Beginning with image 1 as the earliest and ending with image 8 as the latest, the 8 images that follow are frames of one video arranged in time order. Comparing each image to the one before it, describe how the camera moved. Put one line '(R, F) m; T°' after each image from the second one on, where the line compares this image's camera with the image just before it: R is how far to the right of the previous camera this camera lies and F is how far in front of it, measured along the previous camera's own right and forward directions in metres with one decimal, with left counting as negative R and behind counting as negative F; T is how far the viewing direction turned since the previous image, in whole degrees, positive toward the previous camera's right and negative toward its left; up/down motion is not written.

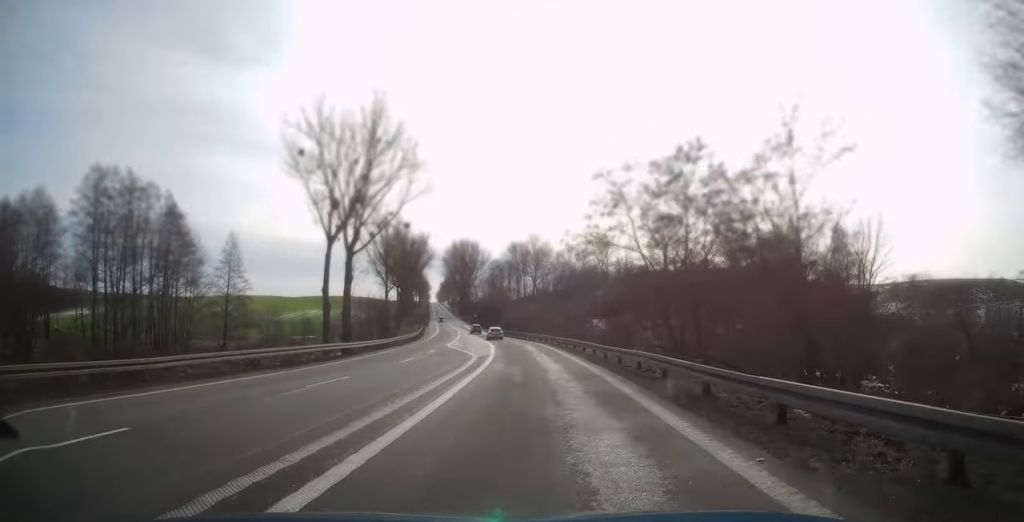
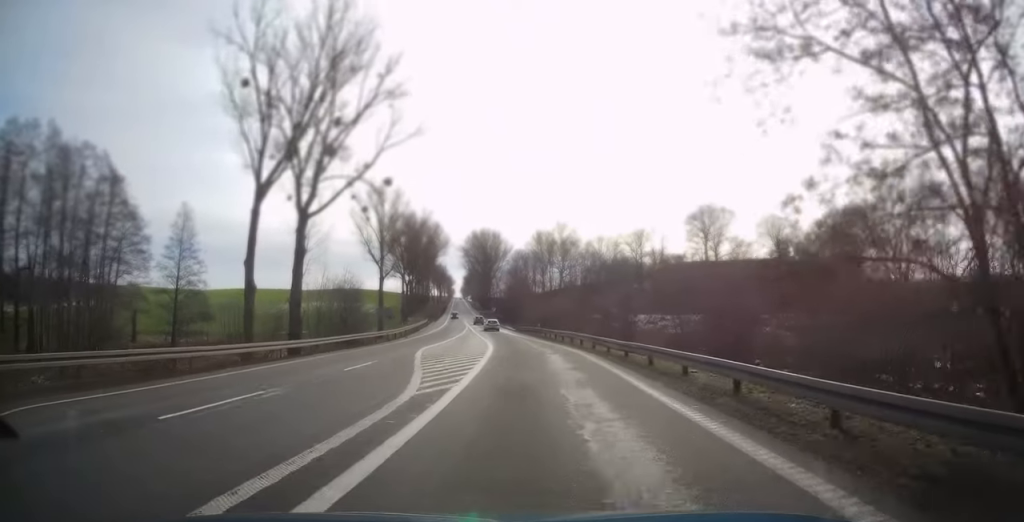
(-0.4, +21.0) m; -2°
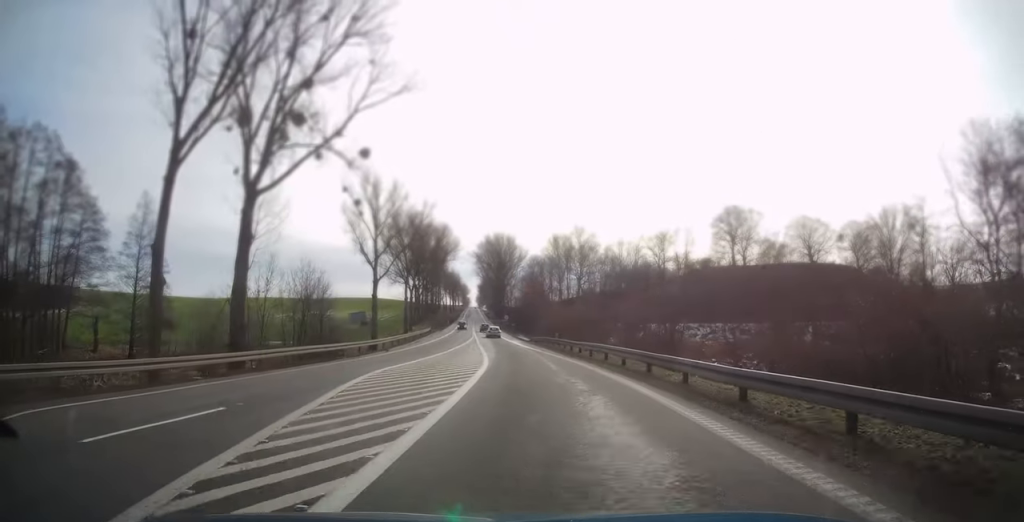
(0.0, +12.2) m; -2°
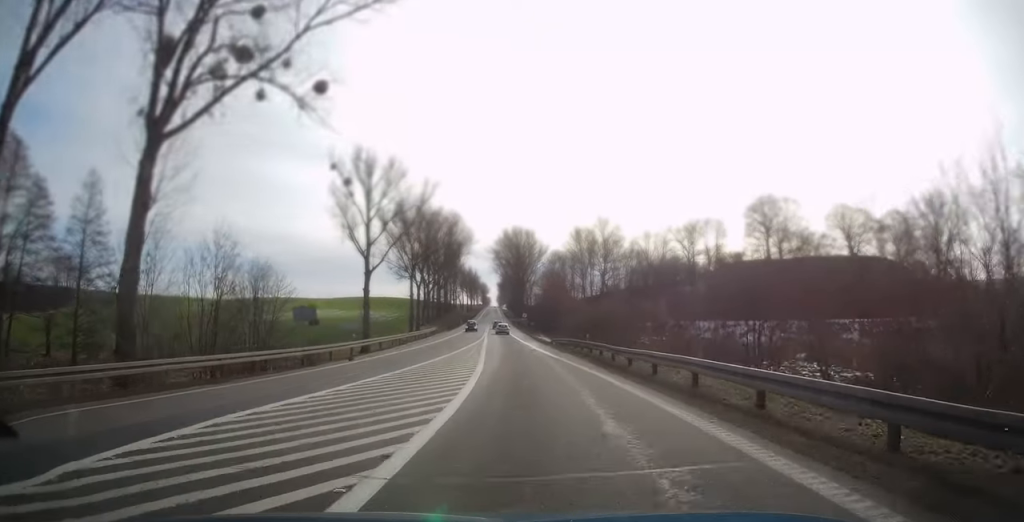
(-0.3, +12.9) m; -1°
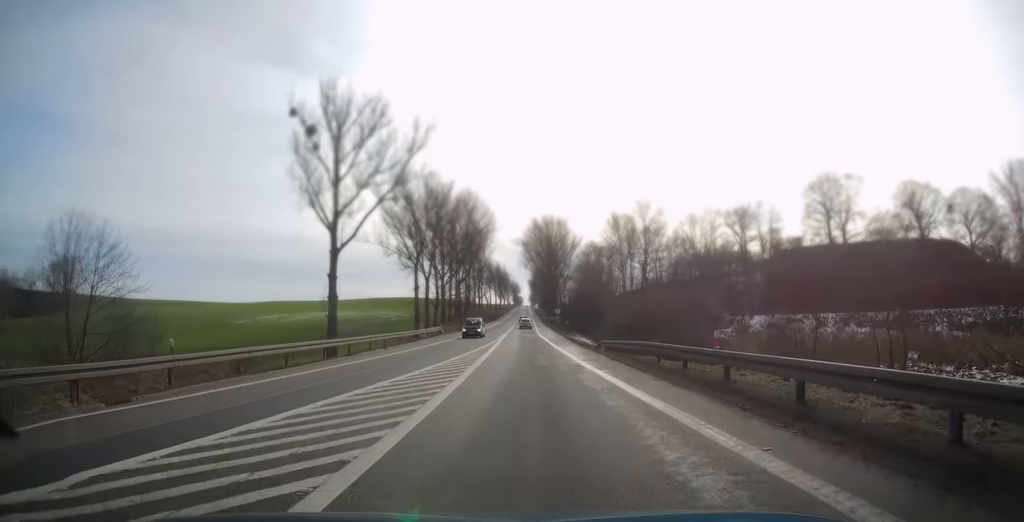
(-0.4, +20.7) m; -2°
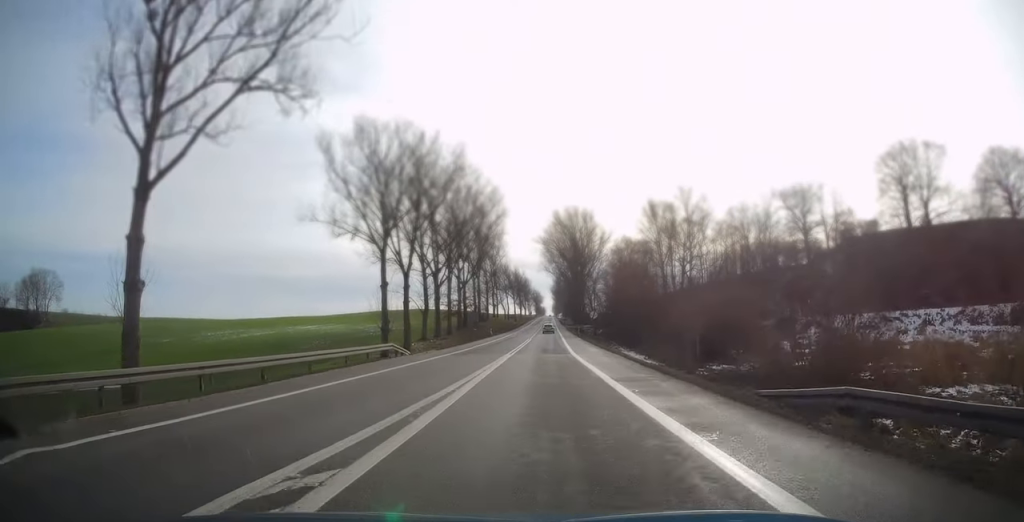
(-0.7, +27.9) m; -3°
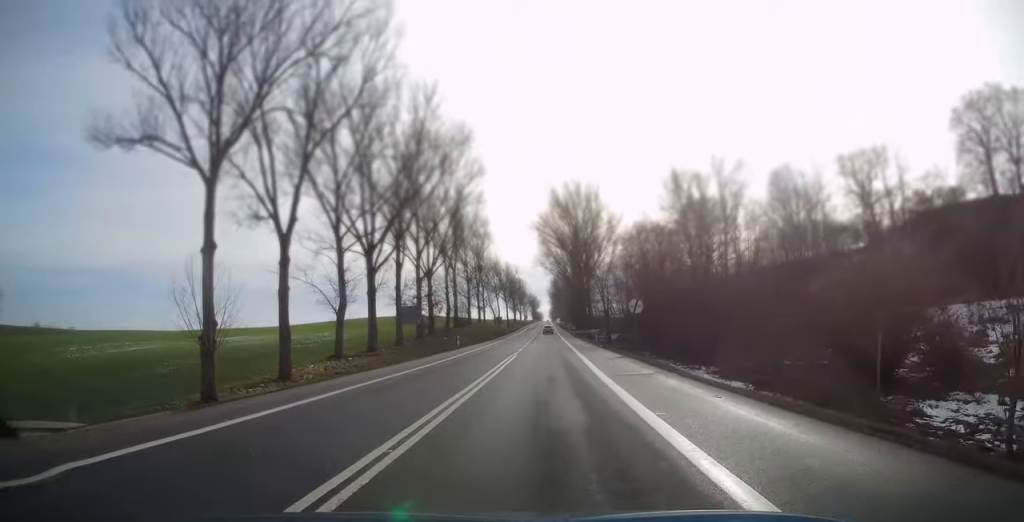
(-0.5, +30.8) m; -1°
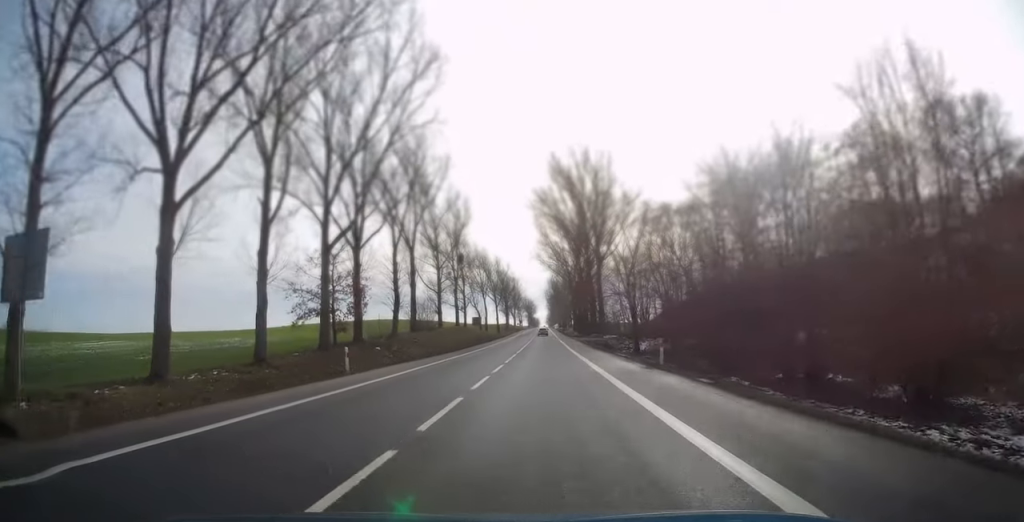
(0.0, +30.2) m; 0°
